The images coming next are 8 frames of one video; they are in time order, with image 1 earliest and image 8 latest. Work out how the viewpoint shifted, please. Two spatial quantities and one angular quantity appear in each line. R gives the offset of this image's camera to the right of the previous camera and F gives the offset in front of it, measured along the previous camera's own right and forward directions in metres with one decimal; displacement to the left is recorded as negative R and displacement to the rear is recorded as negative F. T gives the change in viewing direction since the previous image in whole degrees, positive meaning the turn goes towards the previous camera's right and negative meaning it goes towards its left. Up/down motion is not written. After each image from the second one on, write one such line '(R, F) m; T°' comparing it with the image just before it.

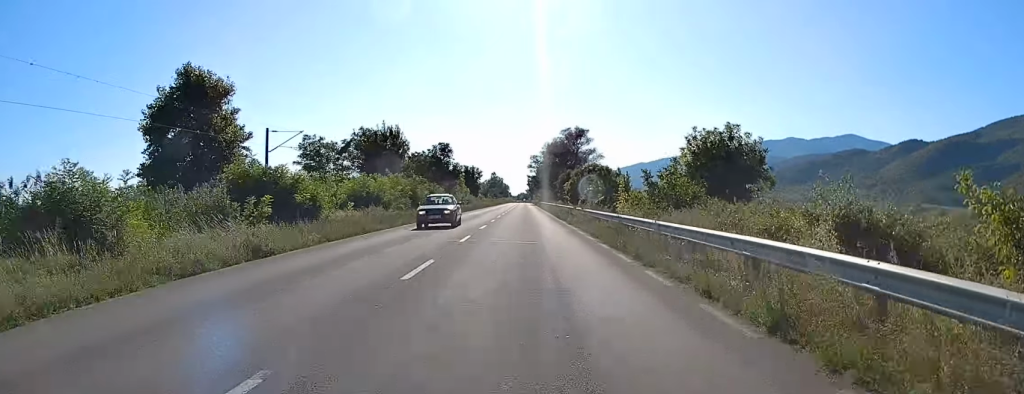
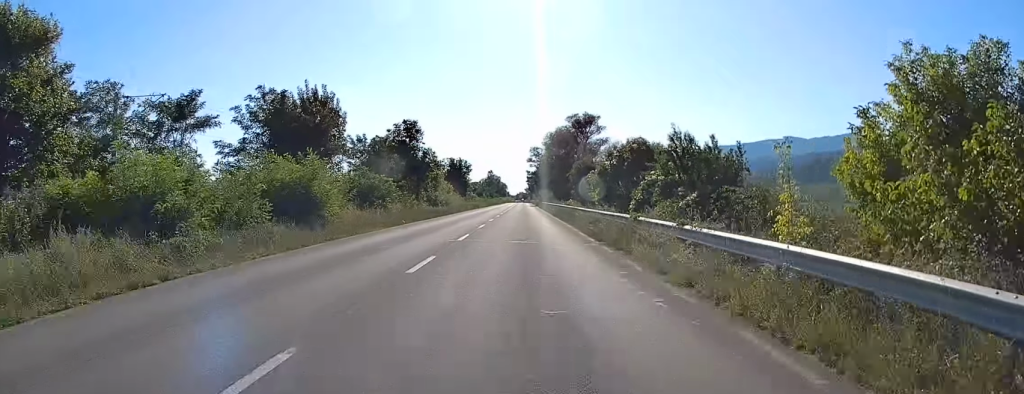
(-0.2, +26.1) m; 0°
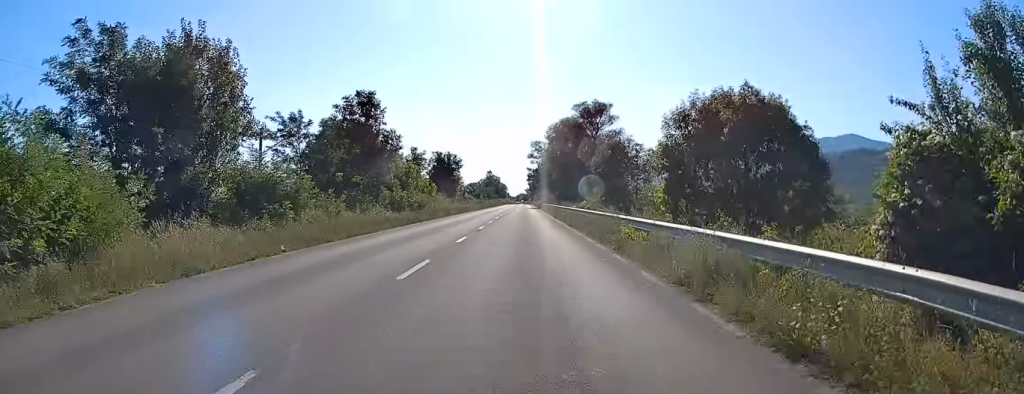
(0.0, +18.5) m; 0°
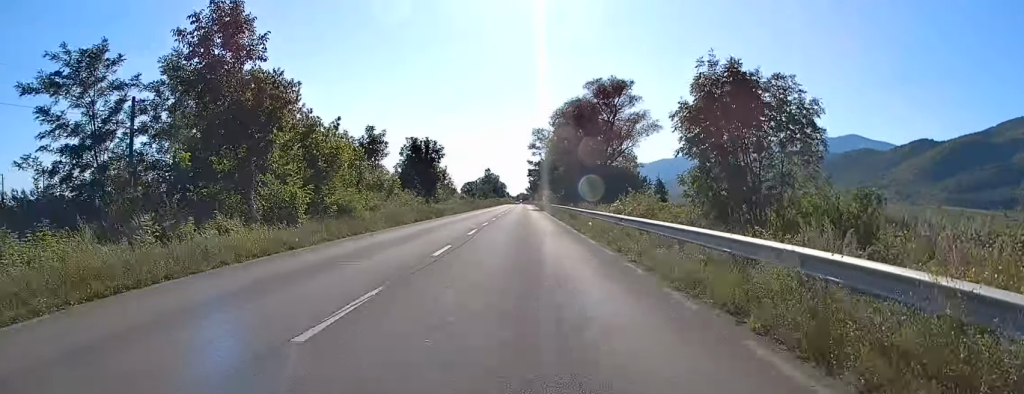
(0.0, +22.6) m; 0°
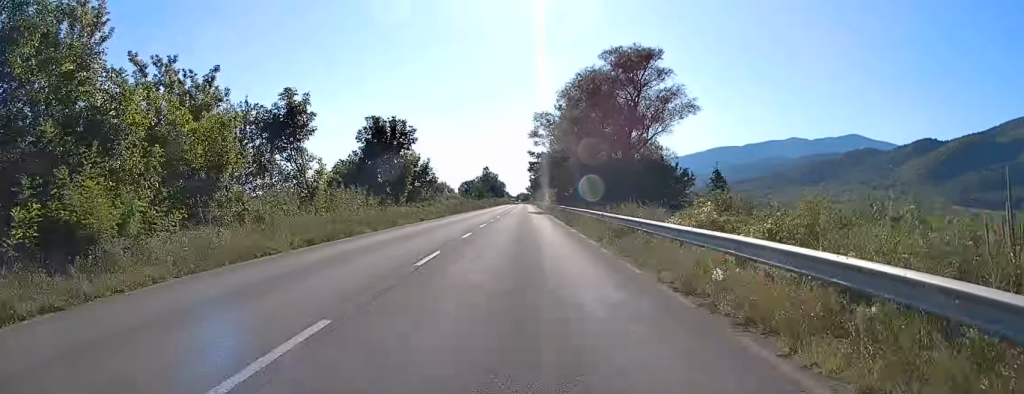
(0.0, +20.1) m; 0°
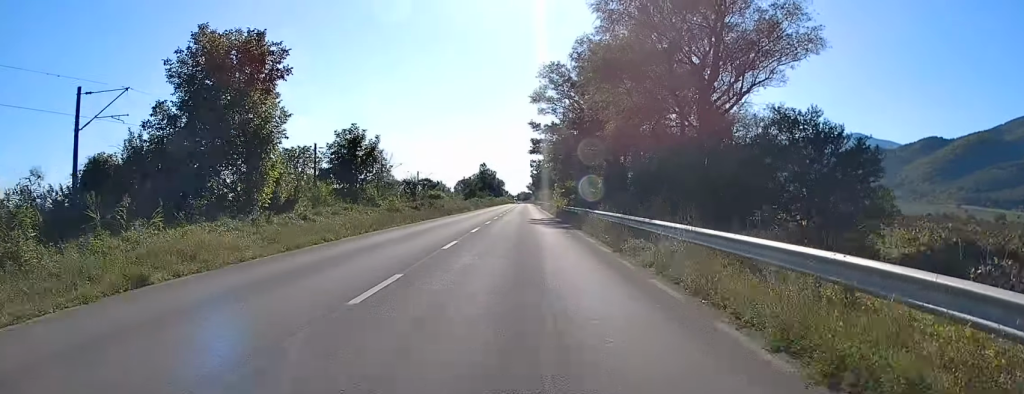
(0.0, +31.7) m; 0°
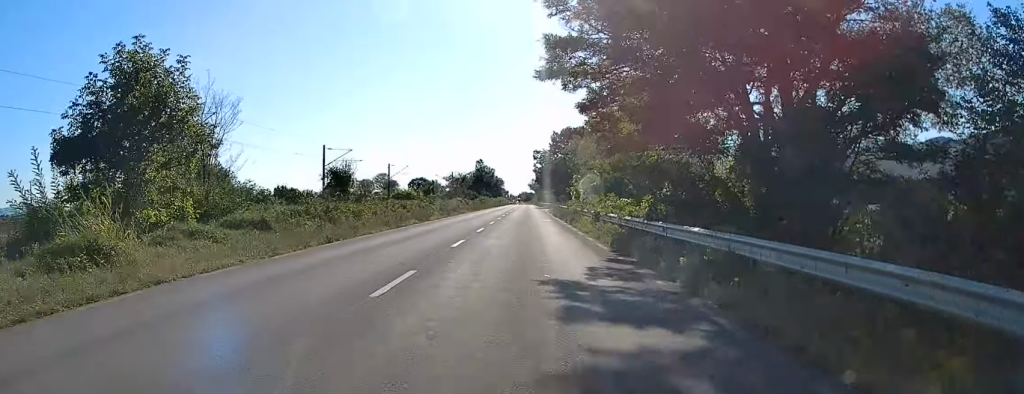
(0.0, +35.1) m; 0°
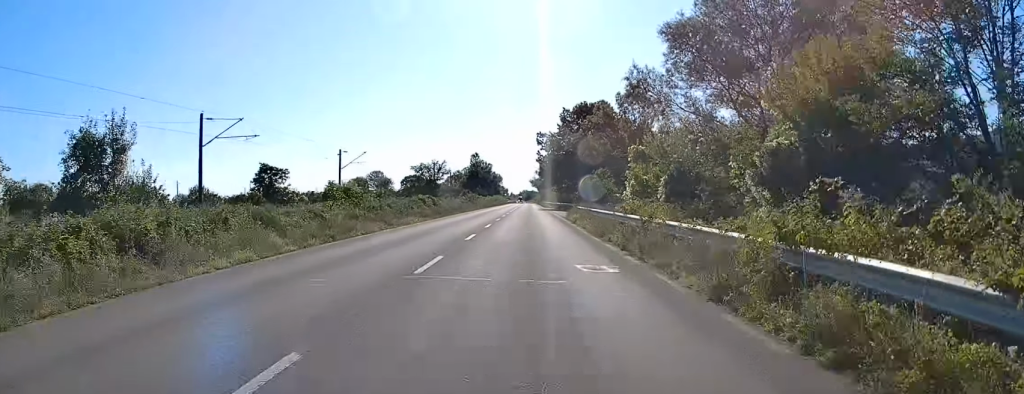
(0.0, +33.3) m; 0°
